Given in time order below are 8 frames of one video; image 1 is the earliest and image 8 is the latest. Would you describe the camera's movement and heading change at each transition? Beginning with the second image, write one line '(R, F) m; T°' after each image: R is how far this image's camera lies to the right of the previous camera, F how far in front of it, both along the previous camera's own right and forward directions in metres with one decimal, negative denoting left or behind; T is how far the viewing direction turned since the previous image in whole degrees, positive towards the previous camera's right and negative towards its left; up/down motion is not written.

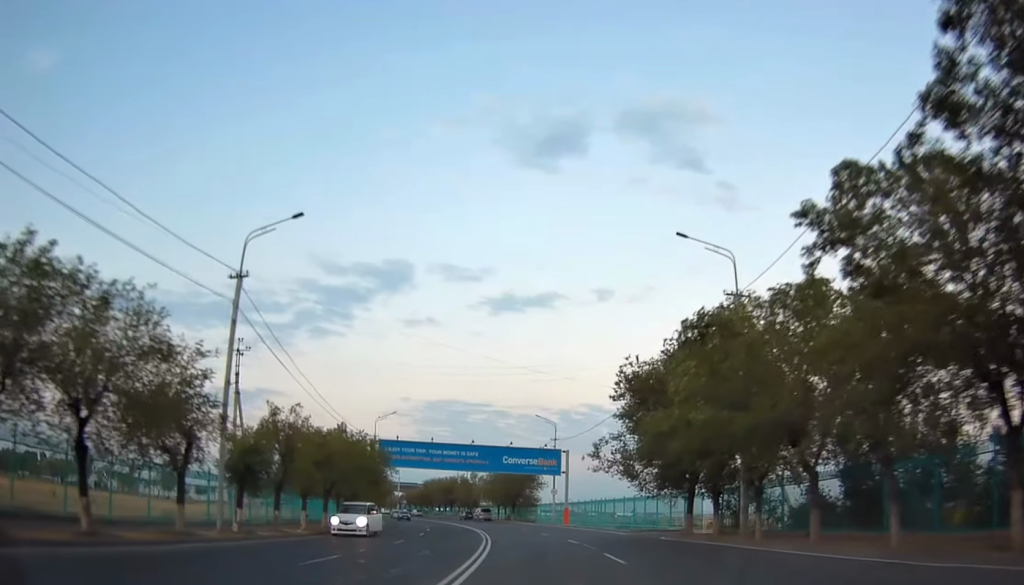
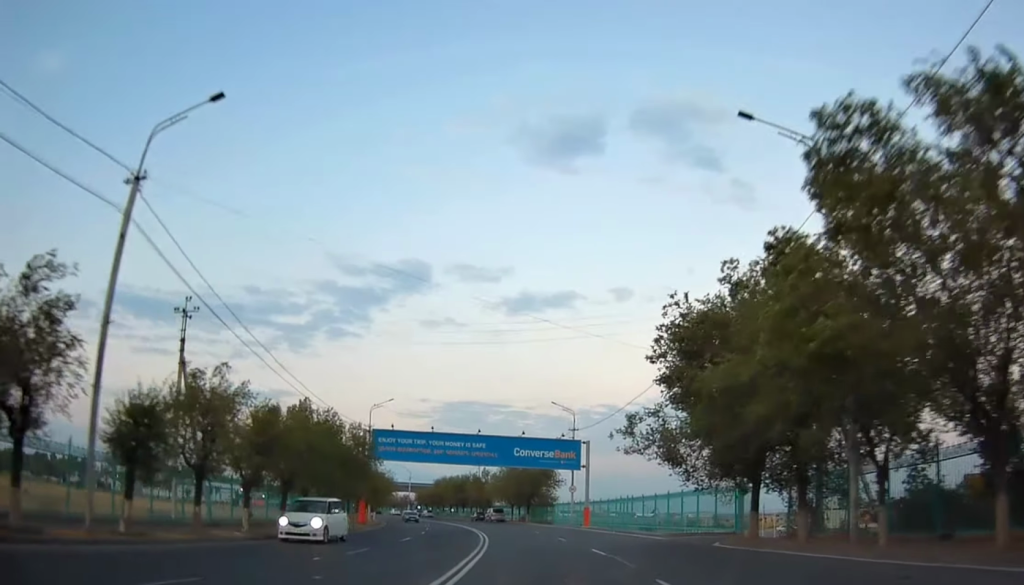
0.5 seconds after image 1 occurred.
(+0.1, +8.5) m; -1°
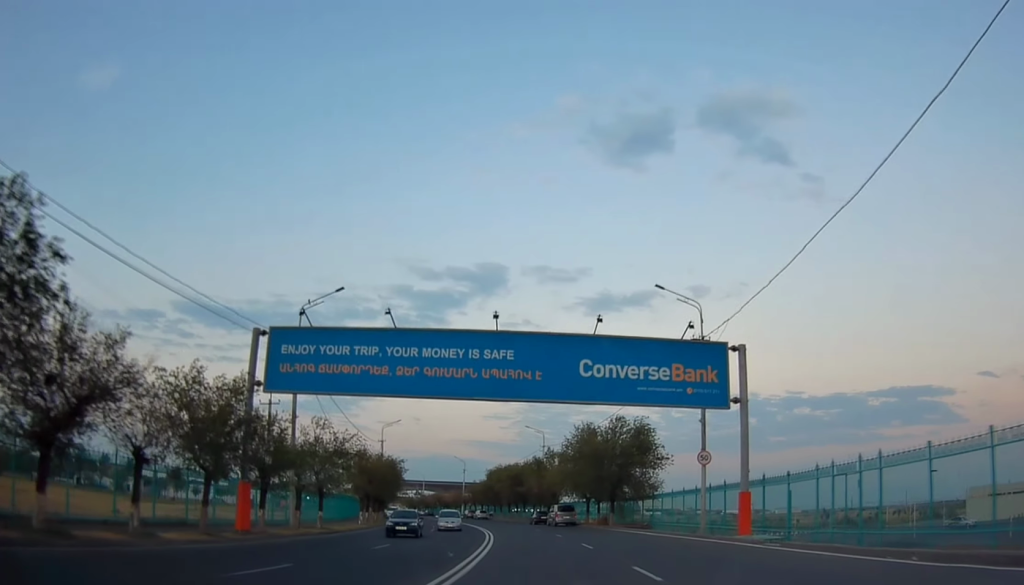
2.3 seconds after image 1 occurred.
(-2.5, +32.6) m; -8°
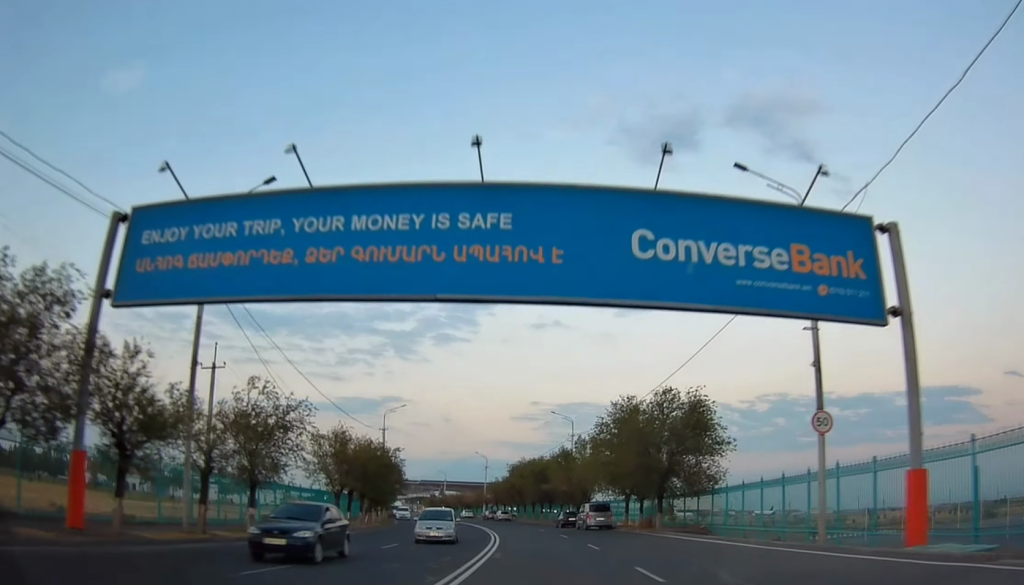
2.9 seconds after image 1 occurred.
(-0.3, +11.8) m; -2°
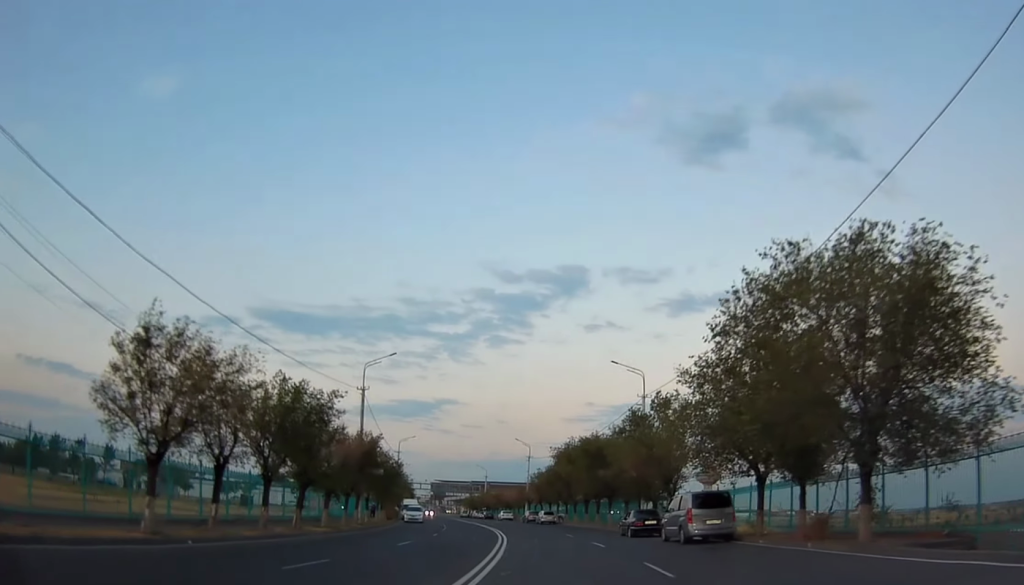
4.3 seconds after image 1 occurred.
(-0.6, +23.3) m; -4°
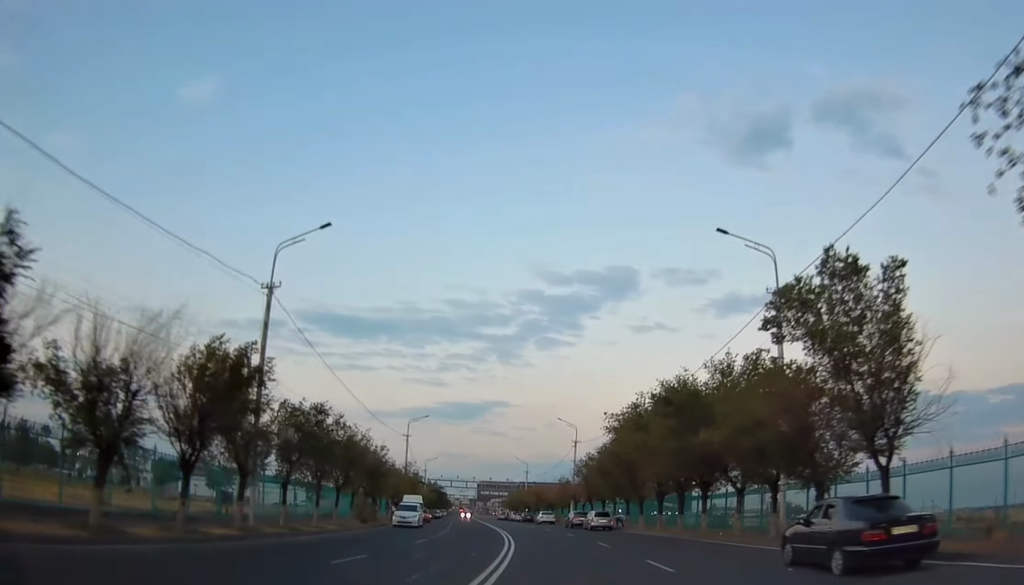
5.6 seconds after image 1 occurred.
(-0.9, +22.2) m; -4°
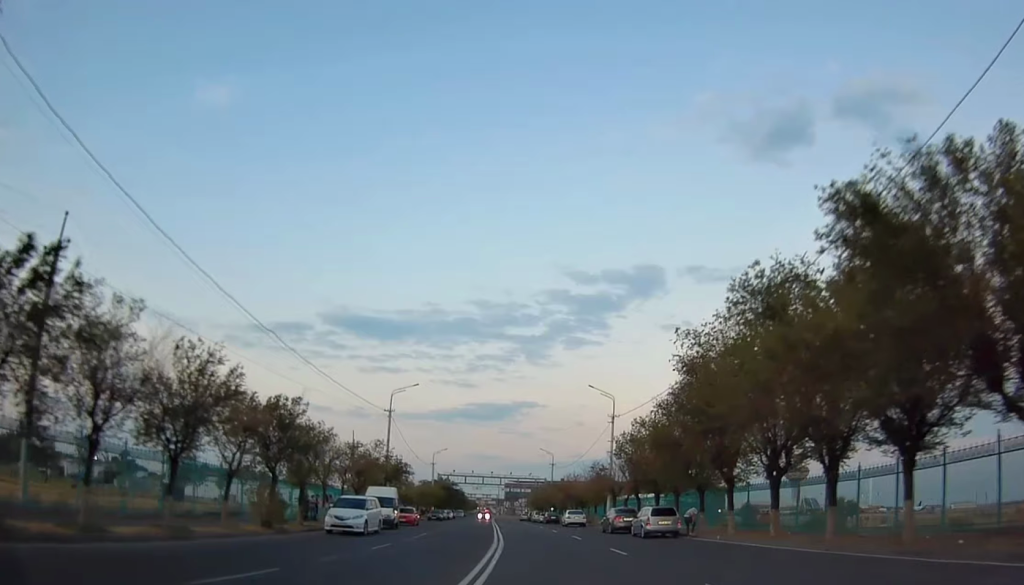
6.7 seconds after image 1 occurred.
(-0.5, +18.9) m; -3°
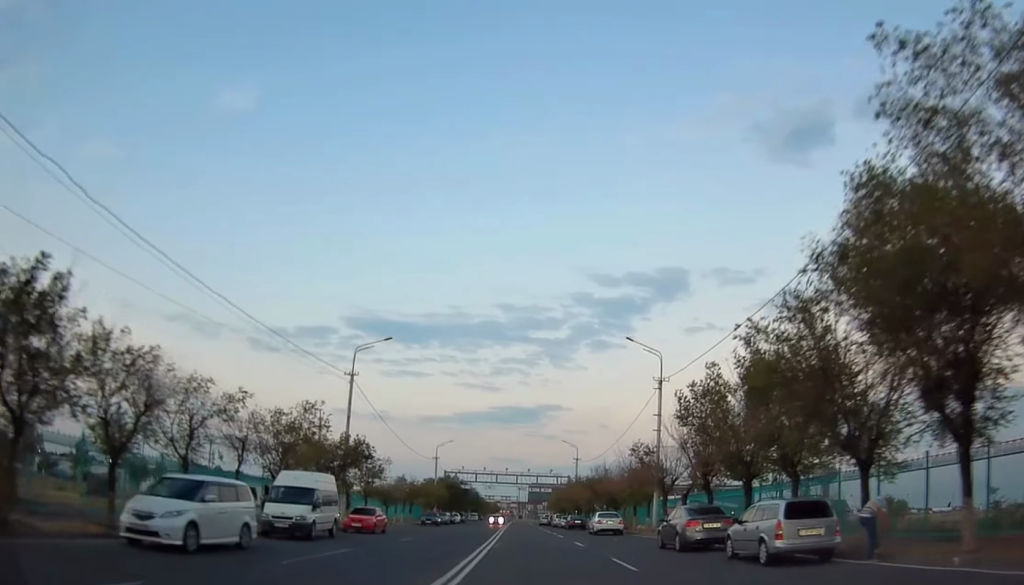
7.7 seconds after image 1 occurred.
(-0.4, +16.4) m; -3°
